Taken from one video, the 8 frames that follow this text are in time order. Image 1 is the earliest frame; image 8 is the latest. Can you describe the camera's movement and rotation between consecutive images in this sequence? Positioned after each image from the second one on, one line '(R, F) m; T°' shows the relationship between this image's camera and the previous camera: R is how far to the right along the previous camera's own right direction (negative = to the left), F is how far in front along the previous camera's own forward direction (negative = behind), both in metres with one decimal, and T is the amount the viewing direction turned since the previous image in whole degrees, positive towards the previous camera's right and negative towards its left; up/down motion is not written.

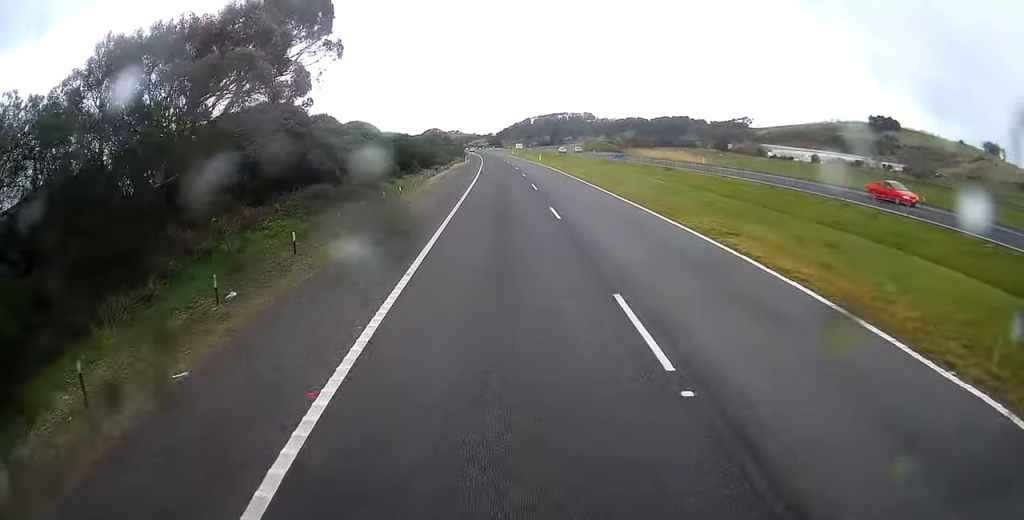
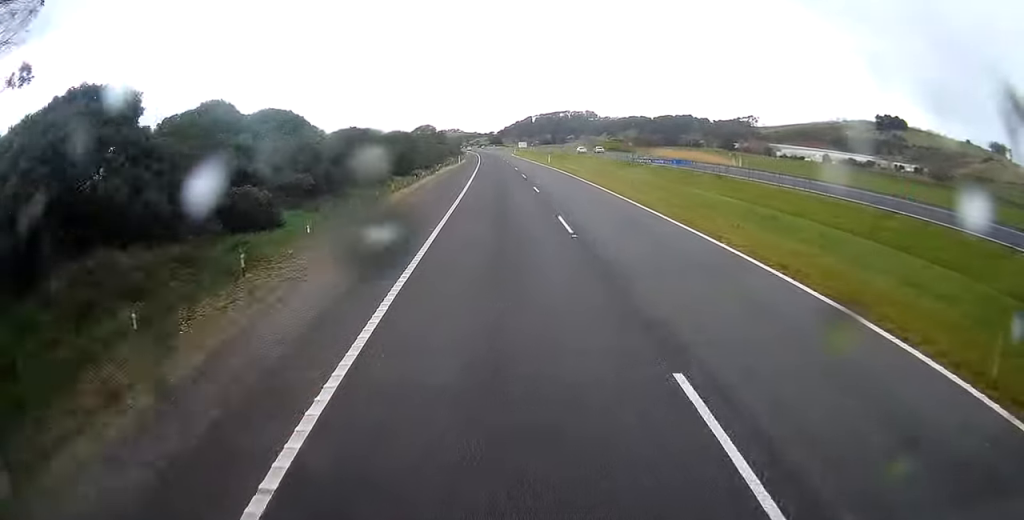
(-0.2, +15.2) m; 0°
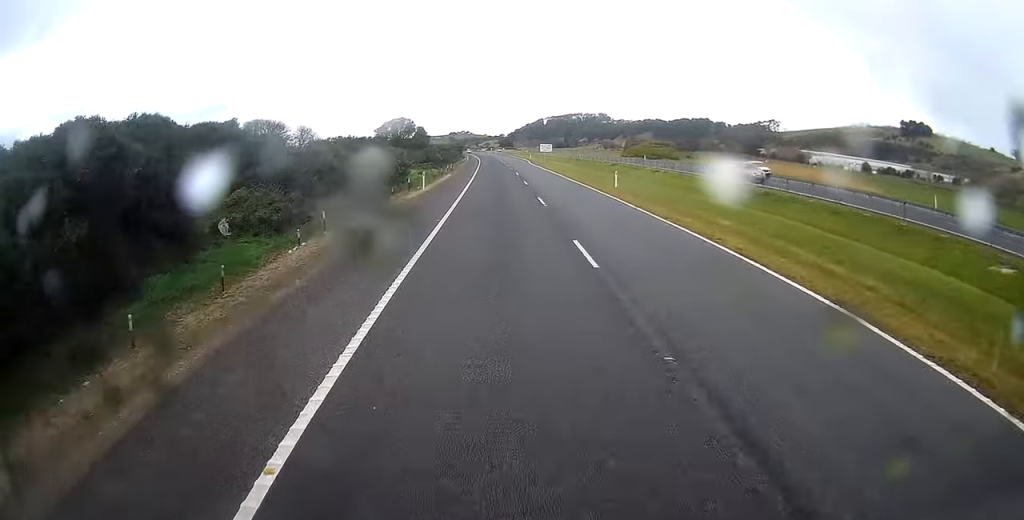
(+0.3, +39.6) m; 0°
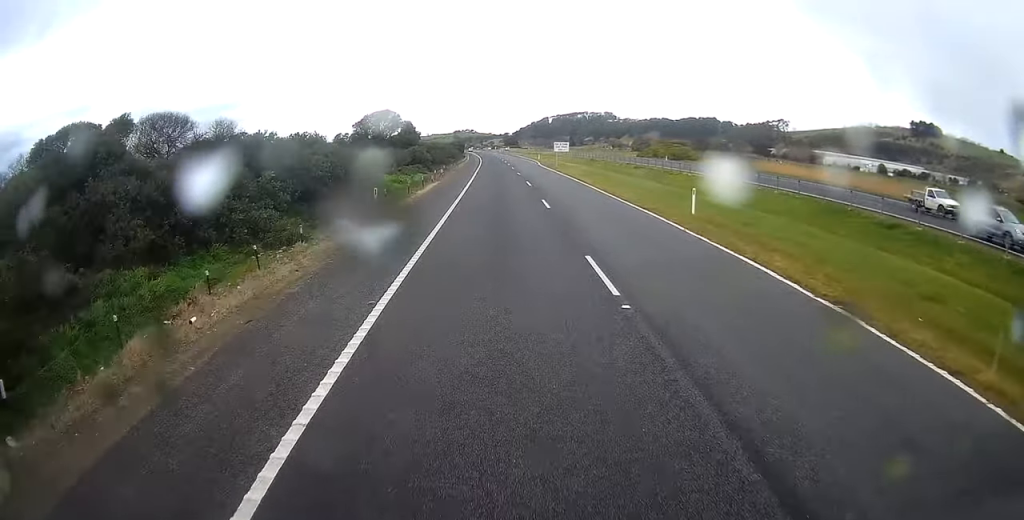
(0.0, +14.2) m; 0°
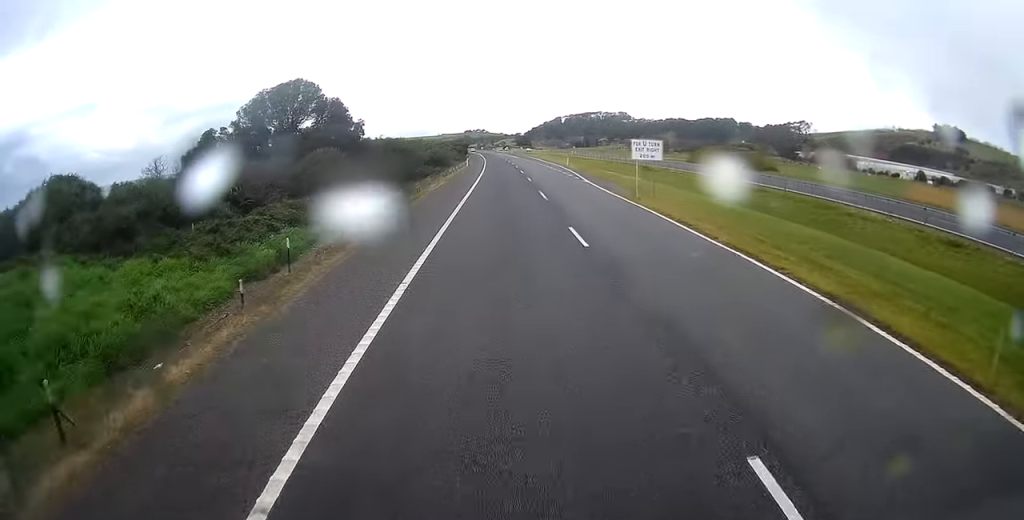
(-0.2, +31.4) m; -1°
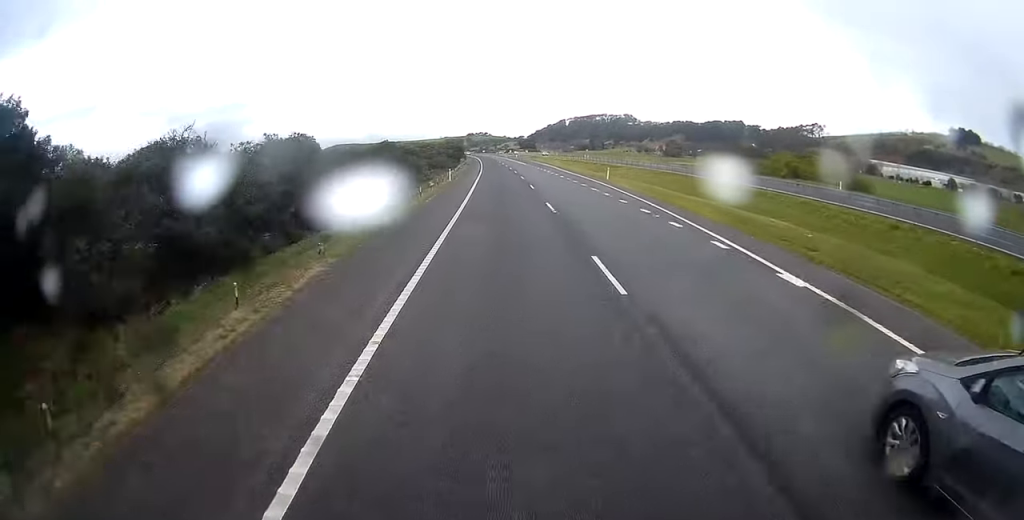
(-0.1, +28.0) m; 0°
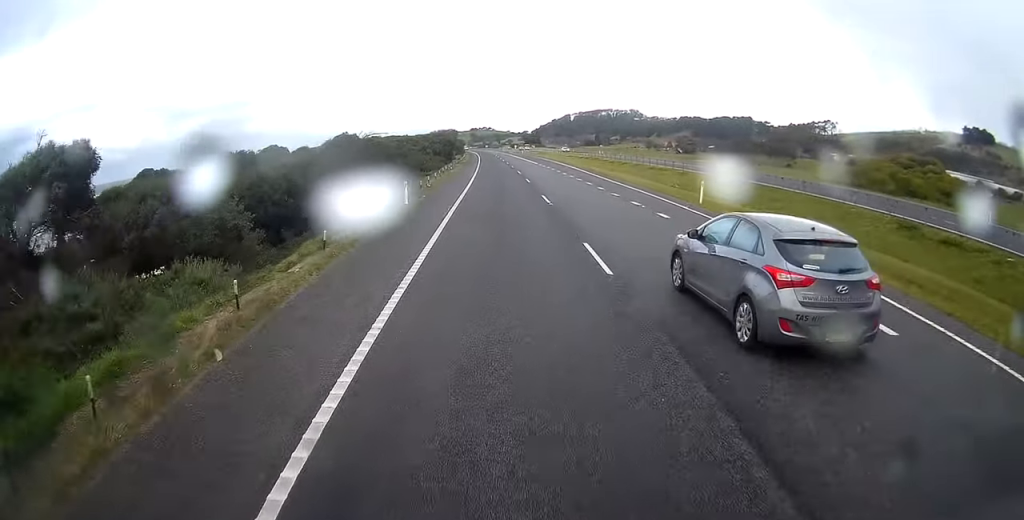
(0.0, +22.9) m; -1°
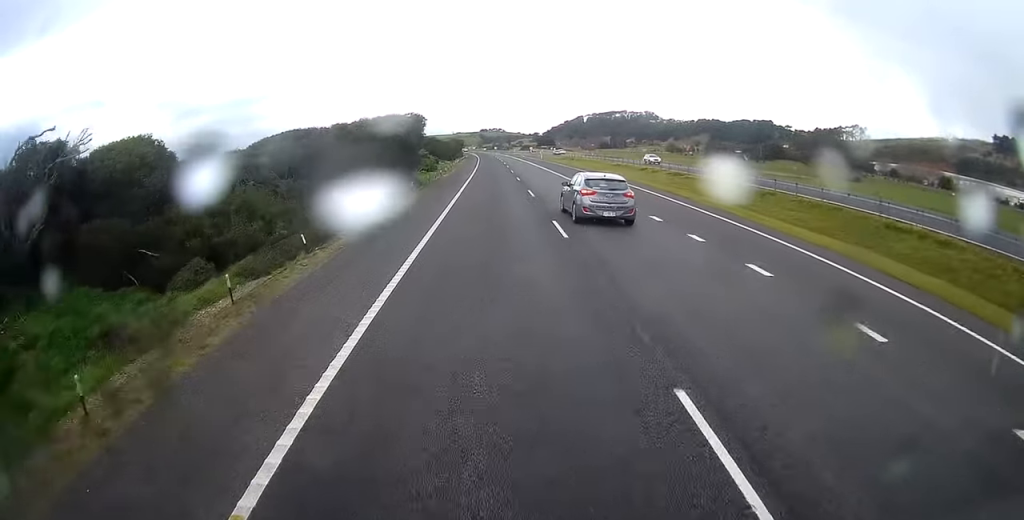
(-0.7, +44.0) m; -2°
